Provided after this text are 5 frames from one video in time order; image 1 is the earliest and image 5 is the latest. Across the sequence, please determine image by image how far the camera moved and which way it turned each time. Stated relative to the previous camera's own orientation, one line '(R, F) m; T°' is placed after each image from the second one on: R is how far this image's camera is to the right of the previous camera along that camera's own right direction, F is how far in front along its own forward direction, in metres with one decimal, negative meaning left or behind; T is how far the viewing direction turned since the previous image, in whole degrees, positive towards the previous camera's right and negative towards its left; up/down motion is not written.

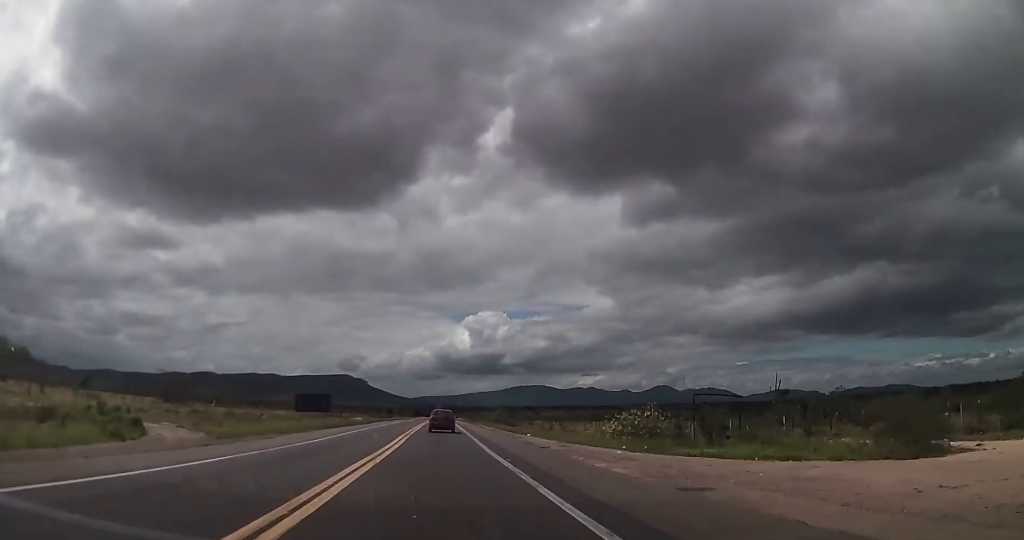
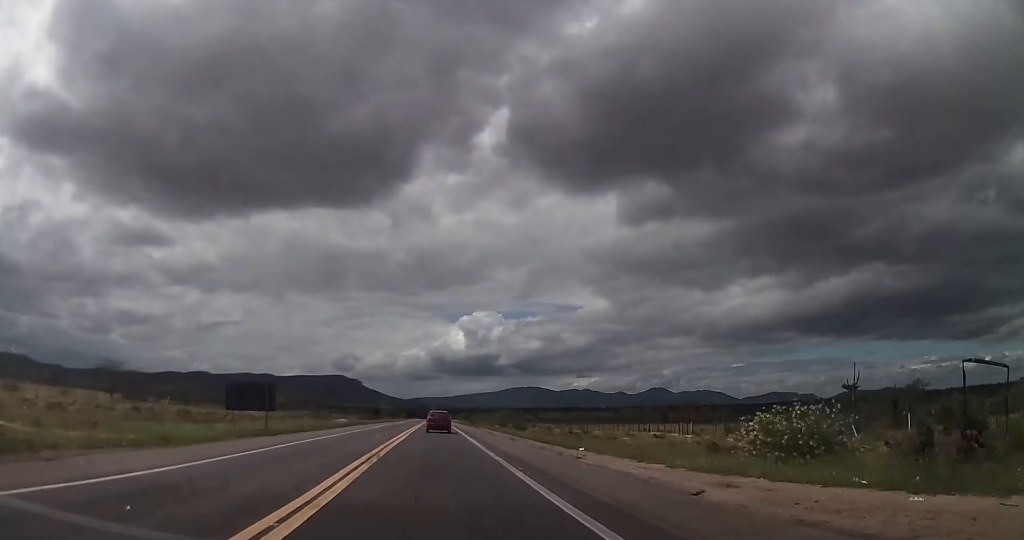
(-0.1, +18.7) m; -1°
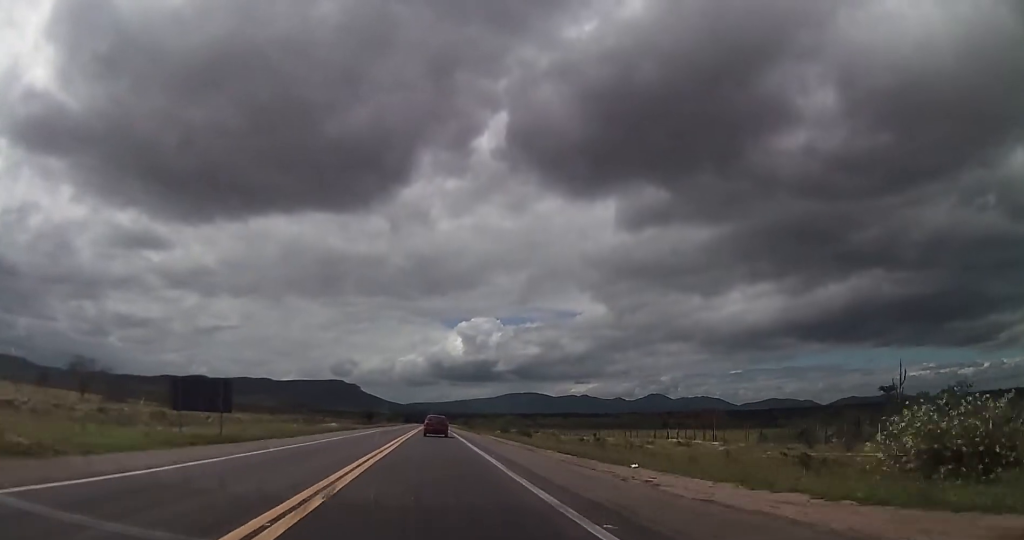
(-0.2, +8.3) m; 0°
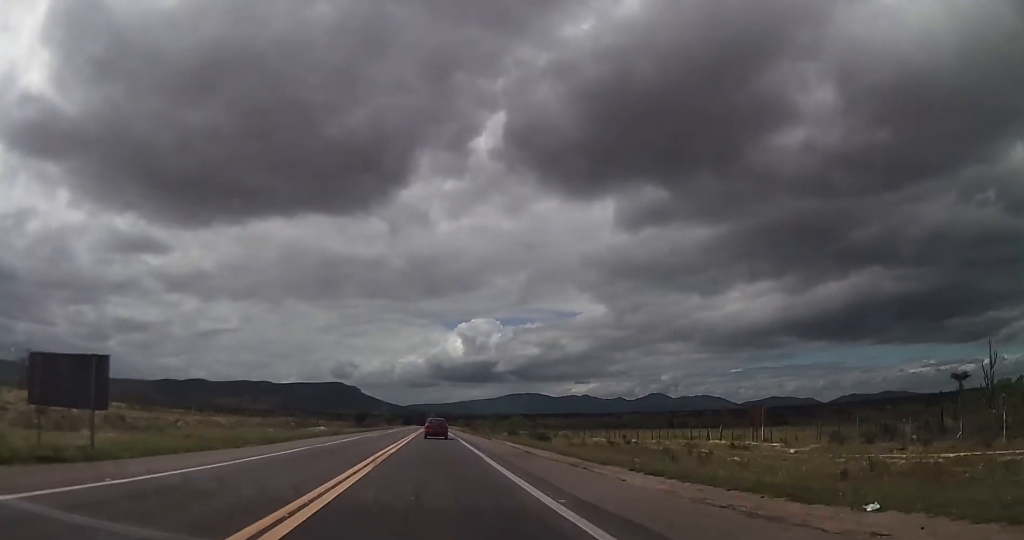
(+0.1, +12.3) m; +1°
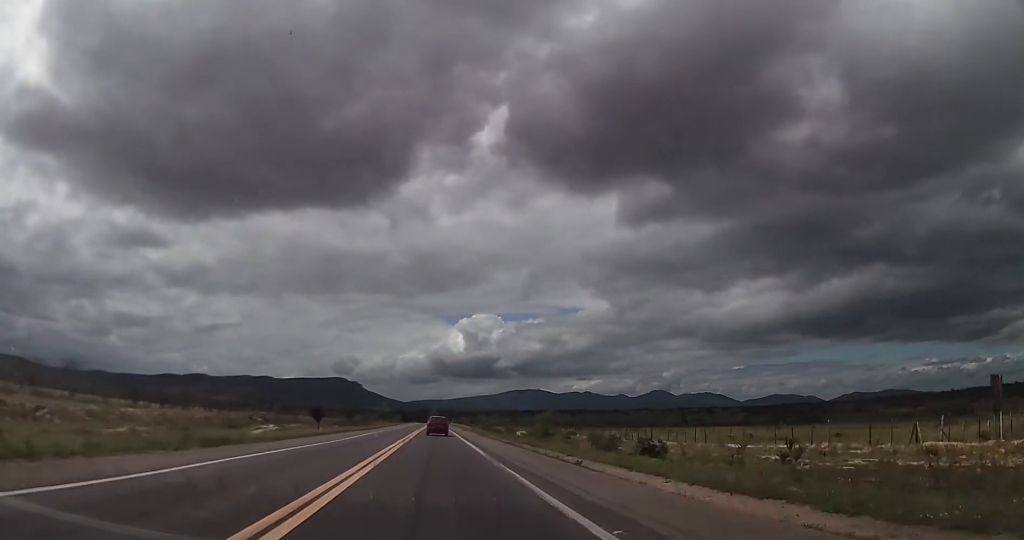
(+0.4, +33.1) m; +1°
